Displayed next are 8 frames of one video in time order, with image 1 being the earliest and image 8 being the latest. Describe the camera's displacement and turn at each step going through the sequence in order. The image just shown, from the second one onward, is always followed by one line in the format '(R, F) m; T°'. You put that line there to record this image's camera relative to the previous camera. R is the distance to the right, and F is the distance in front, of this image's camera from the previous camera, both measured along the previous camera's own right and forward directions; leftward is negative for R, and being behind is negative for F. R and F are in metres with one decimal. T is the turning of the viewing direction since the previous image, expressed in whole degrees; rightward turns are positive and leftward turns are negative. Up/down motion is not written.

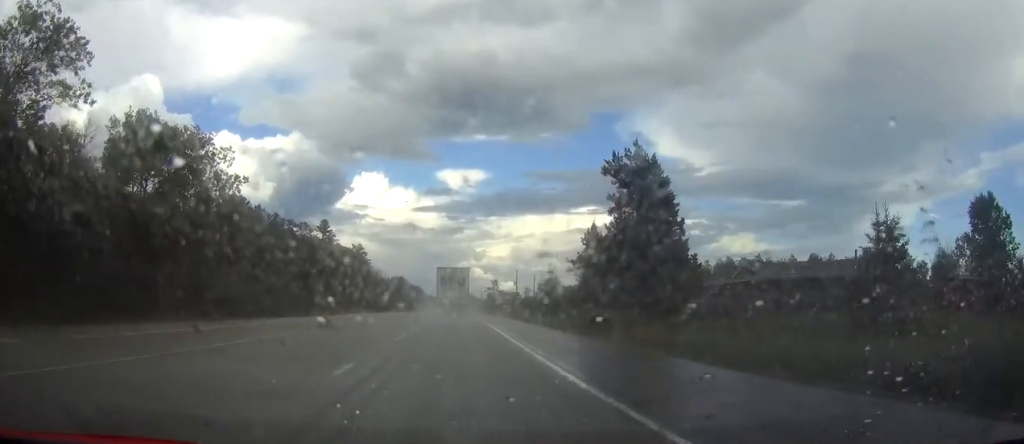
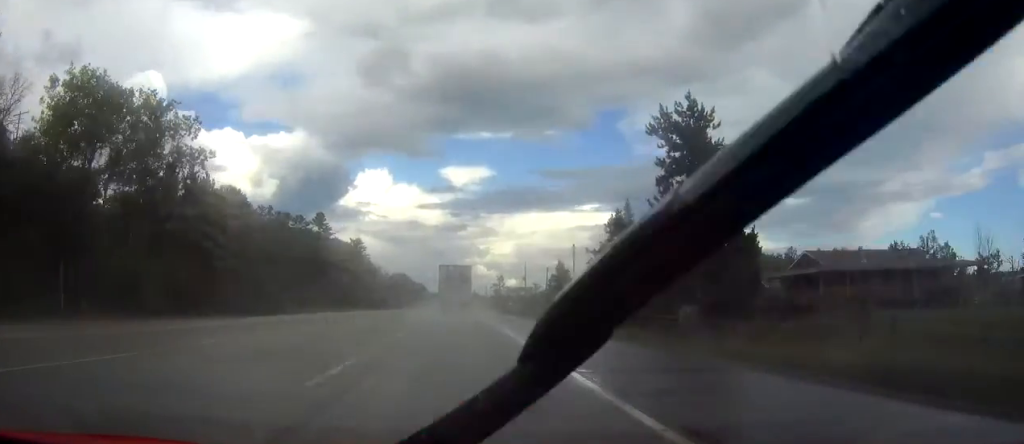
(+0.1, +12.8) m; 0°
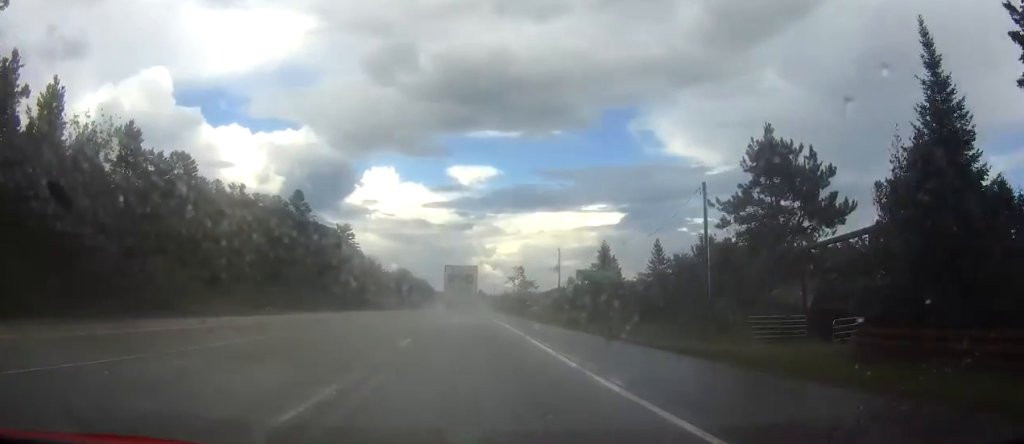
(-0.1, +39.5) m; 0°
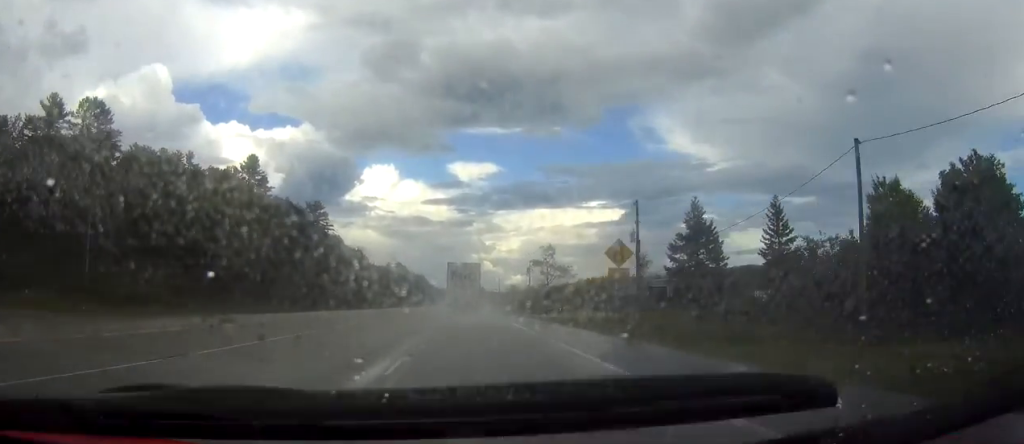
(-0.1, +42.7) m; 0°
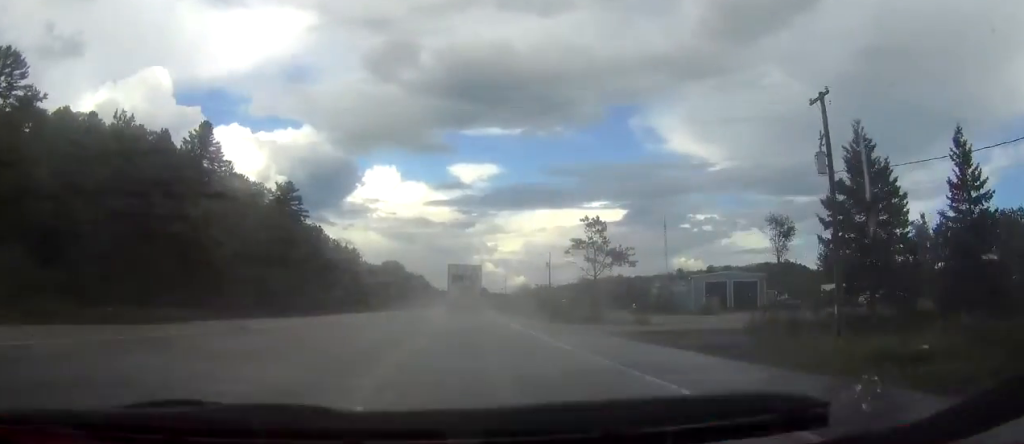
(0.0, +29.8) m; 0°
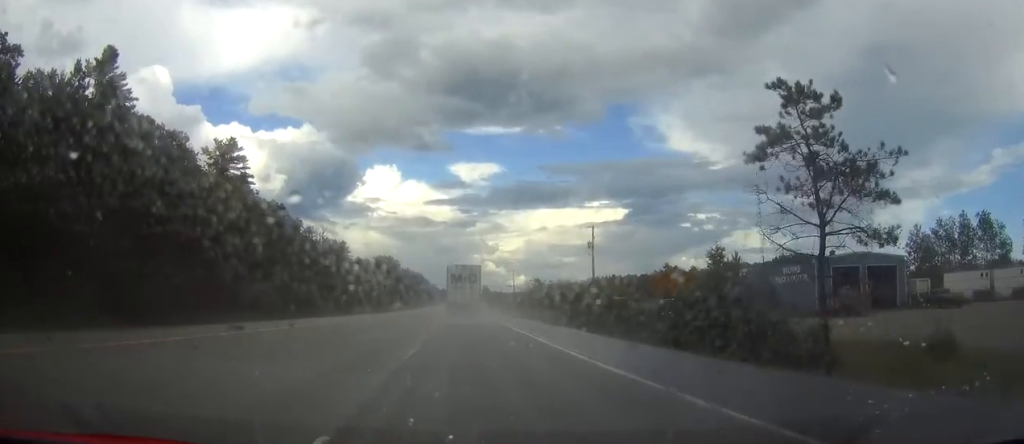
(0.0, +37.8) m; 0°
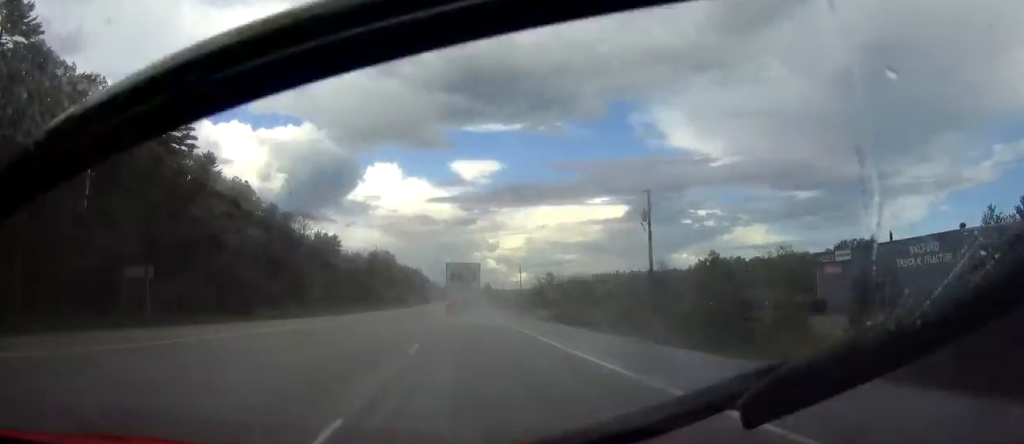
(0.0, +23.8) m; 0°
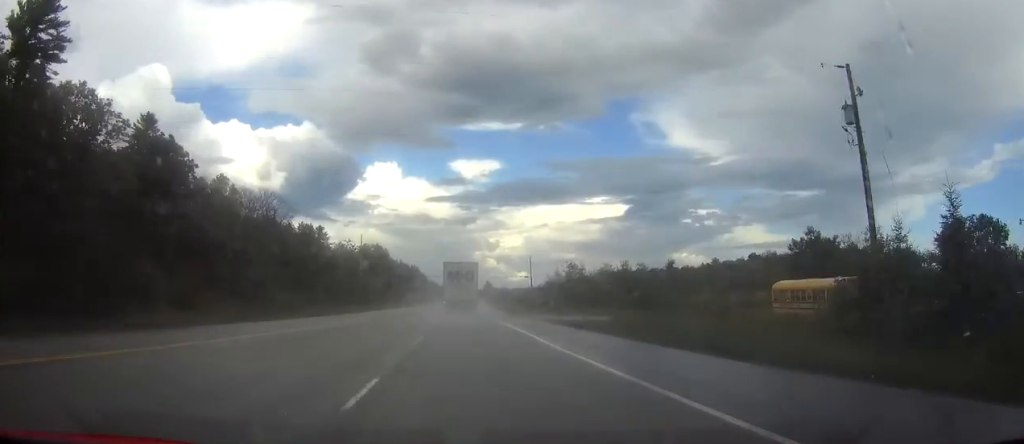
(0.0, +31.8) m; 0°
